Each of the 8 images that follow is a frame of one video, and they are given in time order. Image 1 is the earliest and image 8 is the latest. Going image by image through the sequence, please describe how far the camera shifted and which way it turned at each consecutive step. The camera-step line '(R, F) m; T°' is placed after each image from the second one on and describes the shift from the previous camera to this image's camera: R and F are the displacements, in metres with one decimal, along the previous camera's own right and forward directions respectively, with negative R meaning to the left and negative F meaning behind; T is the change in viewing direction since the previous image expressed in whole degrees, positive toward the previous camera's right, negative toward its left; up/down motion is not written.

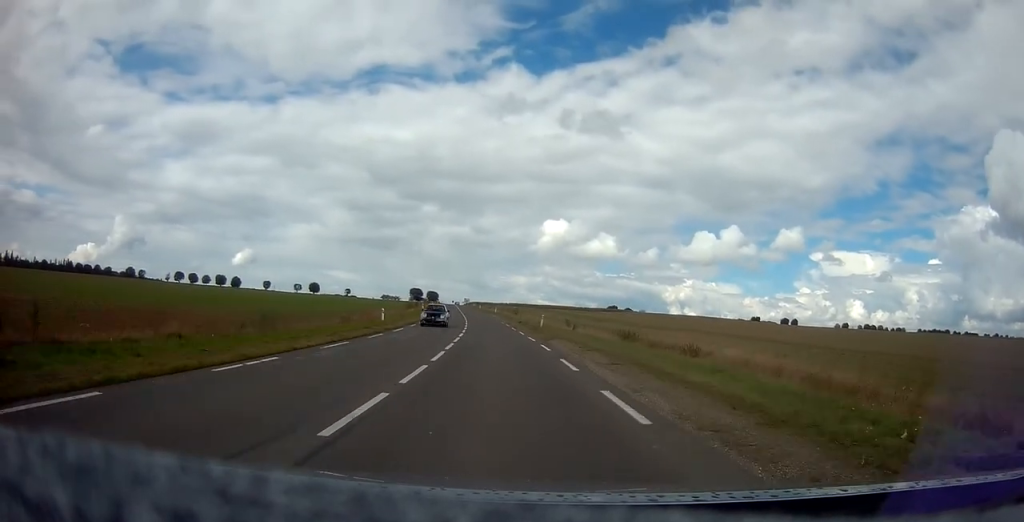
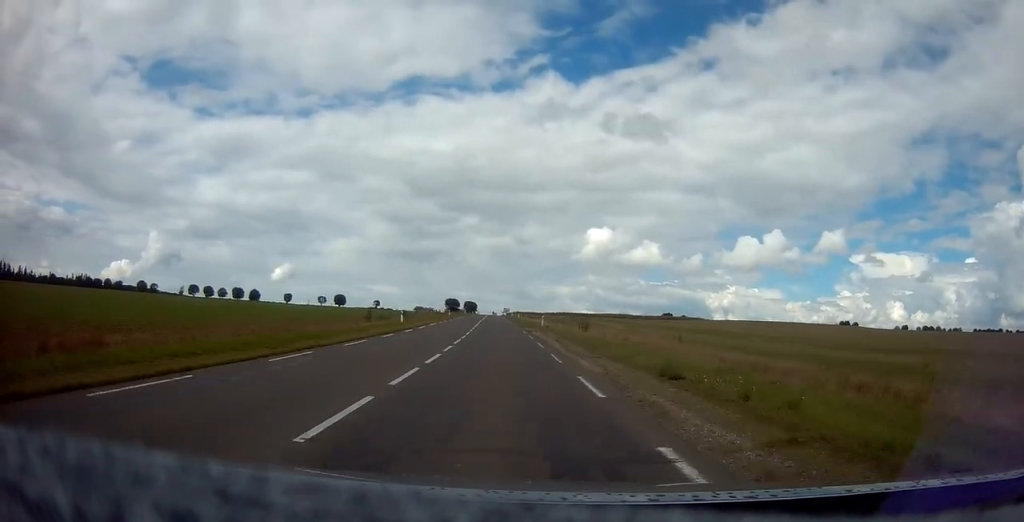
(-1.9, +44.0) m; -4°
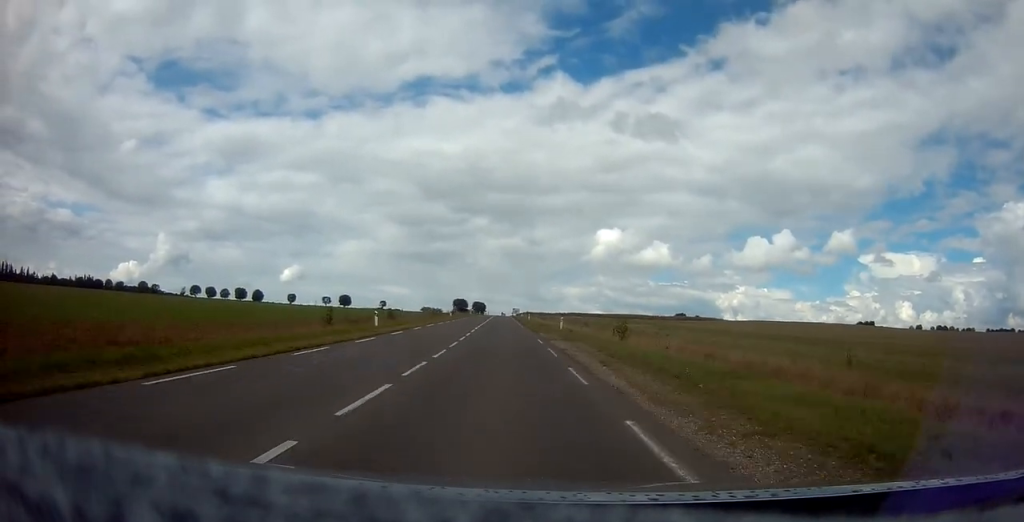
(0.0, +11.6) m; -1°
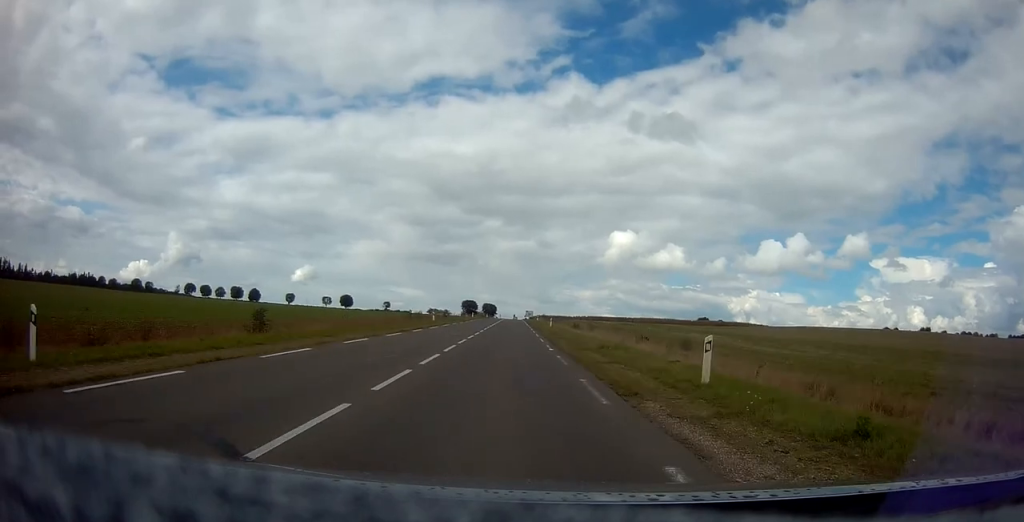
(-0.7, +28.5) m; -2°
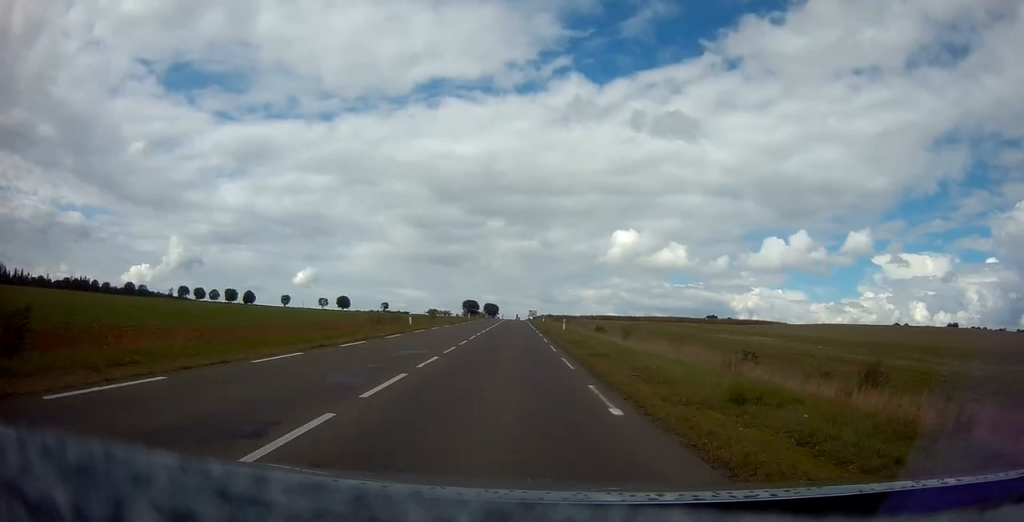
(-0.2, +13.7) m; 0°
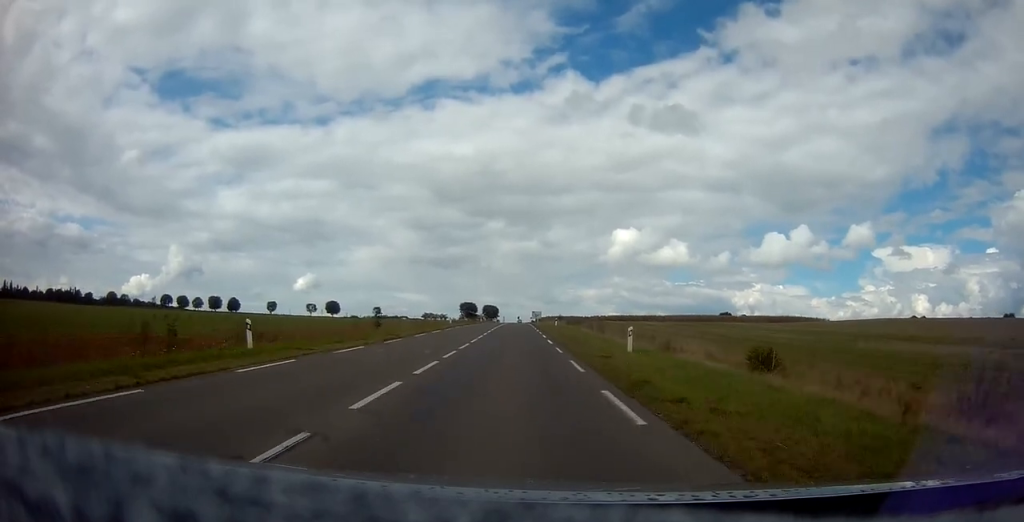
(-0.1, +27.4) m; 0°
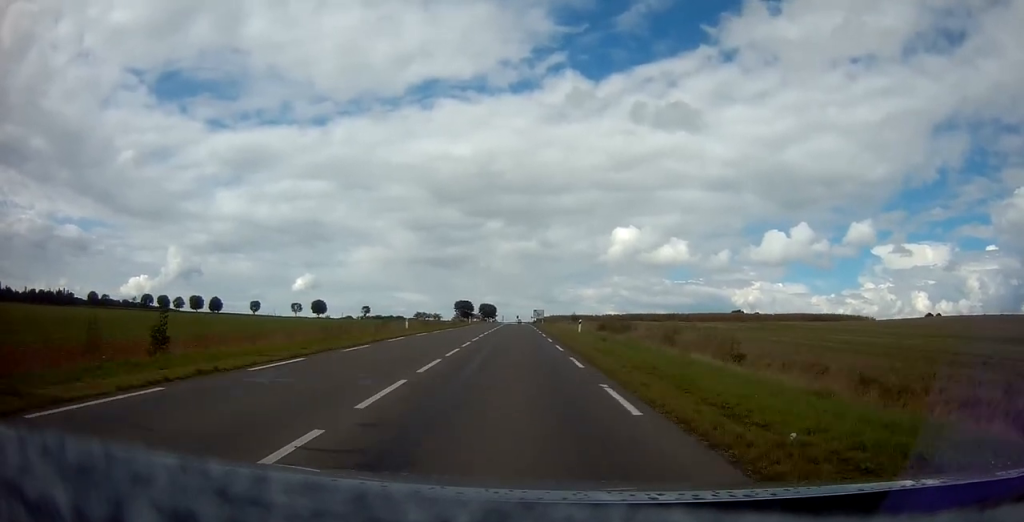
(+0.1, +26.3) m; 0°
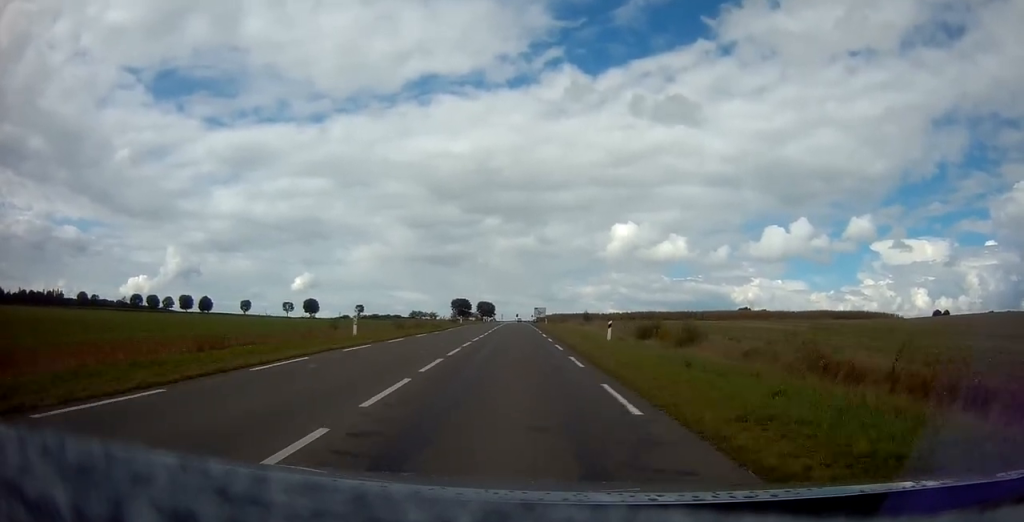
(+0.1, +13.2) m; 0°
